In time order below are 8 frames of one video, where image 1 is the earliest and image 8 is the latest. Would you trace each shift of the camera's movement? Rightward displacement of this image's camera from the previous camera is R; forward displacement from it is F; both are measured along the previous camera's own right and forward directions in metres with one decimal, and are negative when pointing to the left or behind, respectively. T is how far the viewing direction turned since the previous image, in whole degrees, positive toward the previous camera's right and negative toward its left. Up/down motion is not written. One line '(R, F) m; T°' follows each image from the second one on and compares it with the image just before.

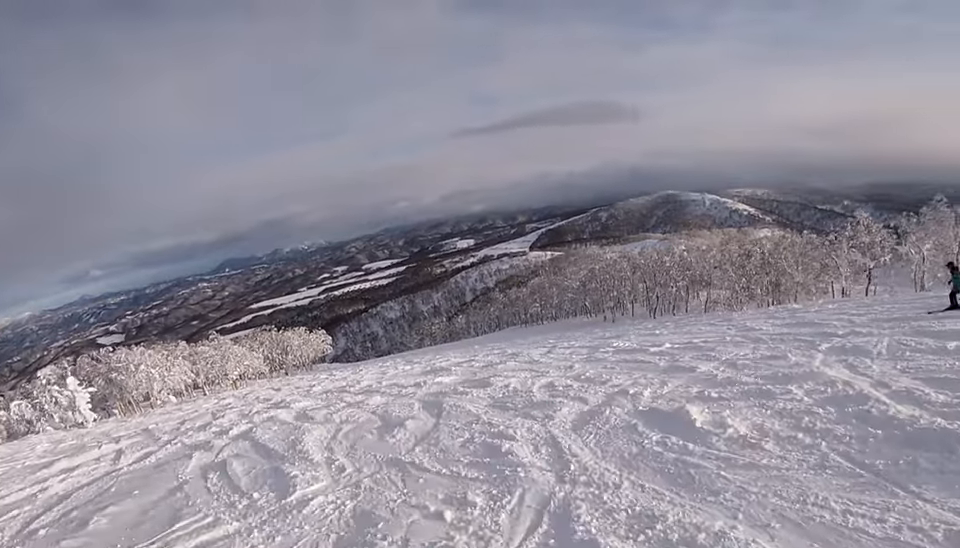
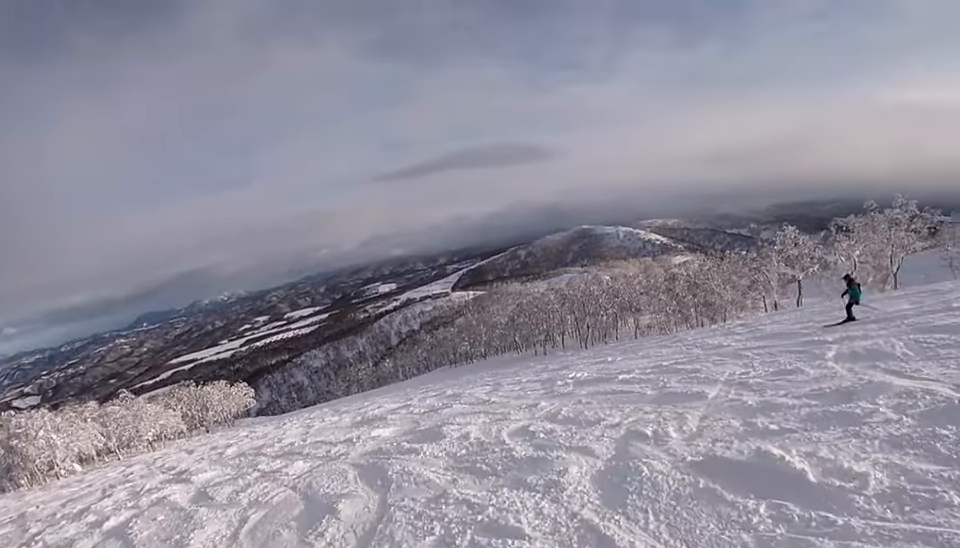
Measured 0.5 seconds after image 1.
(+0.3, +2.2) m; +6°
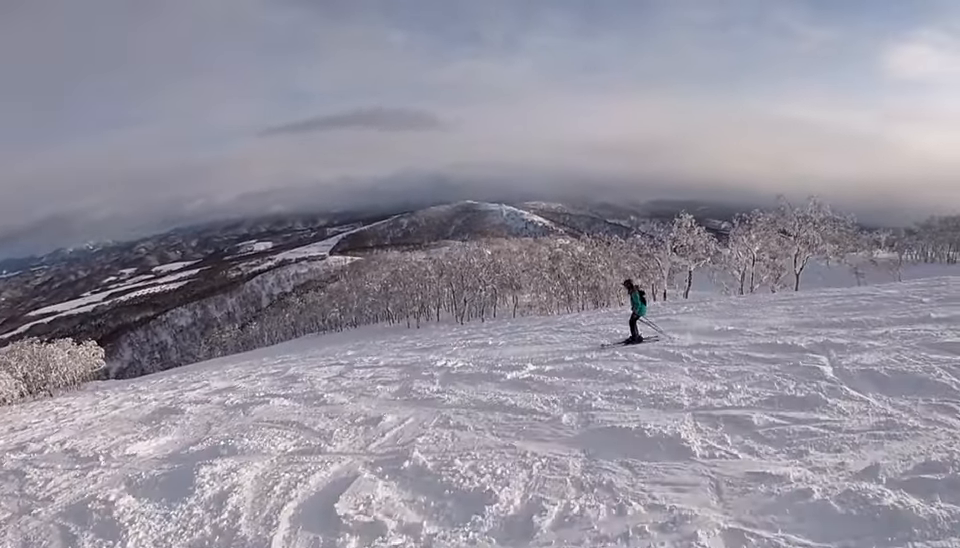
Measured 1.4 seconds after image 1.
(+0.3, +4.0) m; +3°
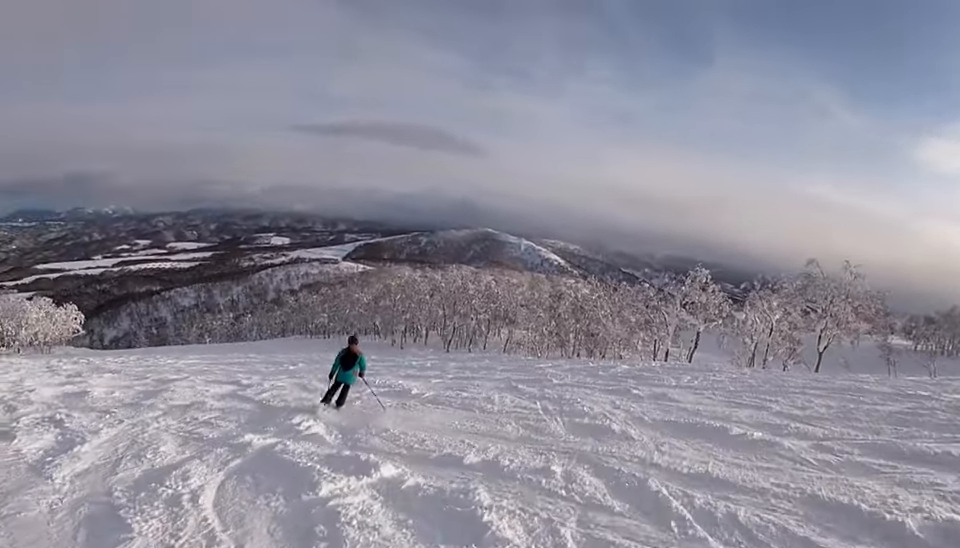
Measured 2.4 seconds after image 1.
(-0.1, +4.7) m; -9°
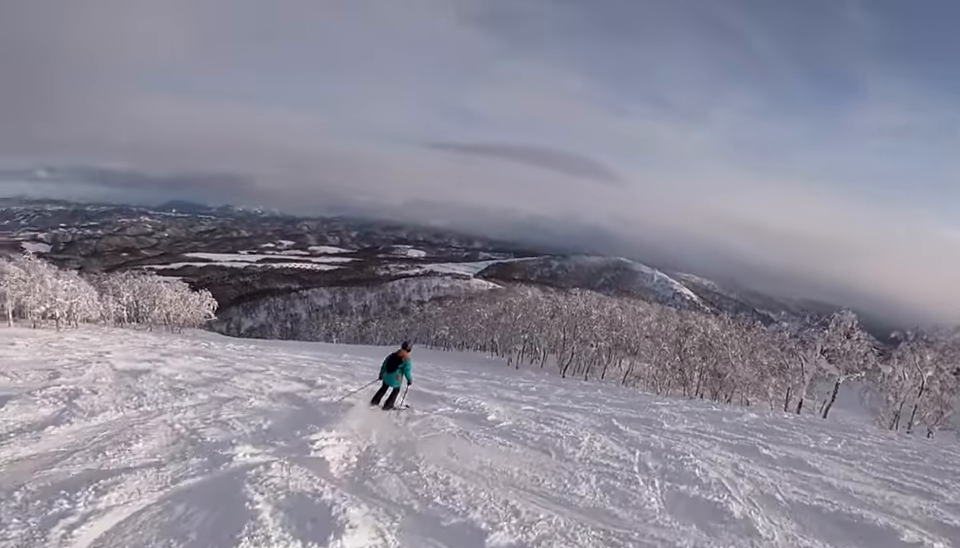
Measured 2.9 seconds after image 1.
(+0.1, +1.9) m; -8°
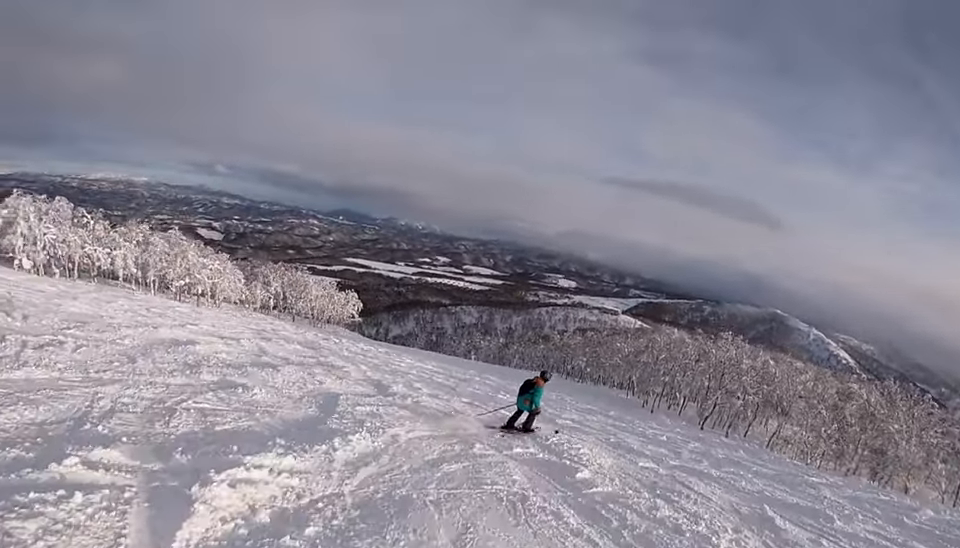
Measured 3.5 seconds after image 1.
(-0.4, +2.8) m; -27°
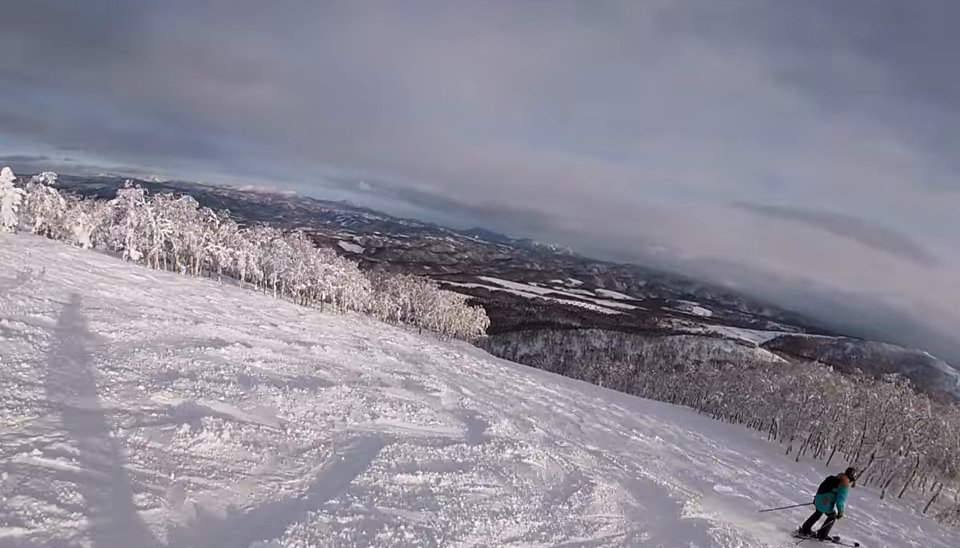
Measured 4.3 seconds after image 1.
(-1.2, +3.1) m; -27°
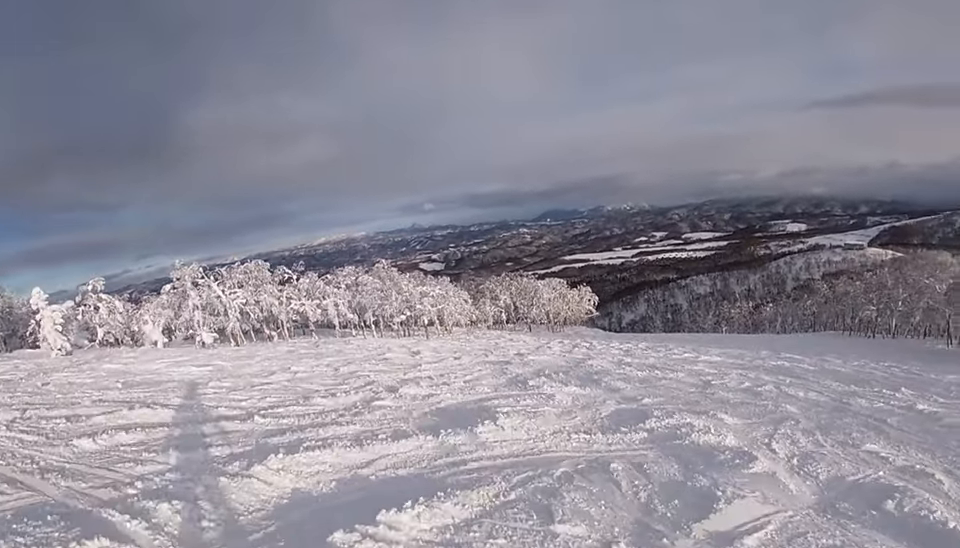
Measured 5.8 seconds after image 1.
(-1.8, +7.1) m; +21°
